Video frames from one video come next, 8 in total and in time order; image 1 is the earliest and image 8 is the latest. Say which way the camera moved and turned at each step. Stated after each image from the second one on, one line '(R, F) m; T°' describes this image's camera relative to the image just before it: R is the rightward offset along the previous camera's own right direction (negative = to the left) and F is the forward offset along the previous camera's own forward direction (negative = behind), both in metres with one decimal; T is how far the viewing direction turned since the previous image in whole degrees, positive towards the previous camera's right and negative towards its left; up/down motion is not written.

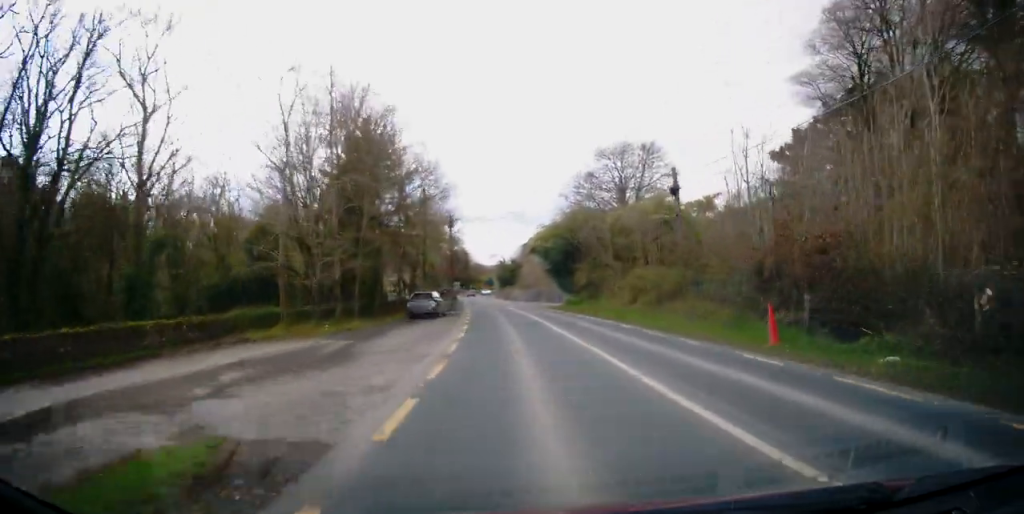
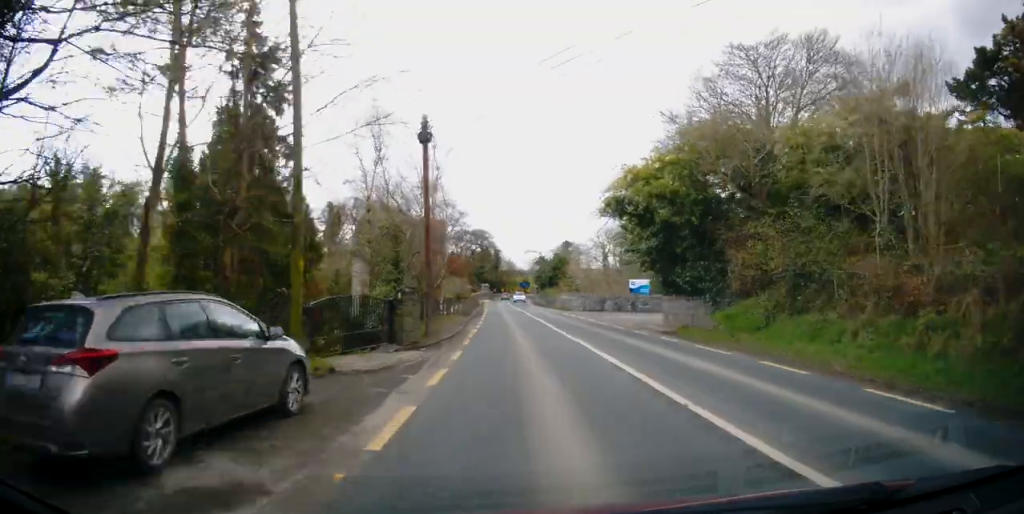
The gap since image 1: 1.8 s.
(-0.4, +28.5) m; -4°
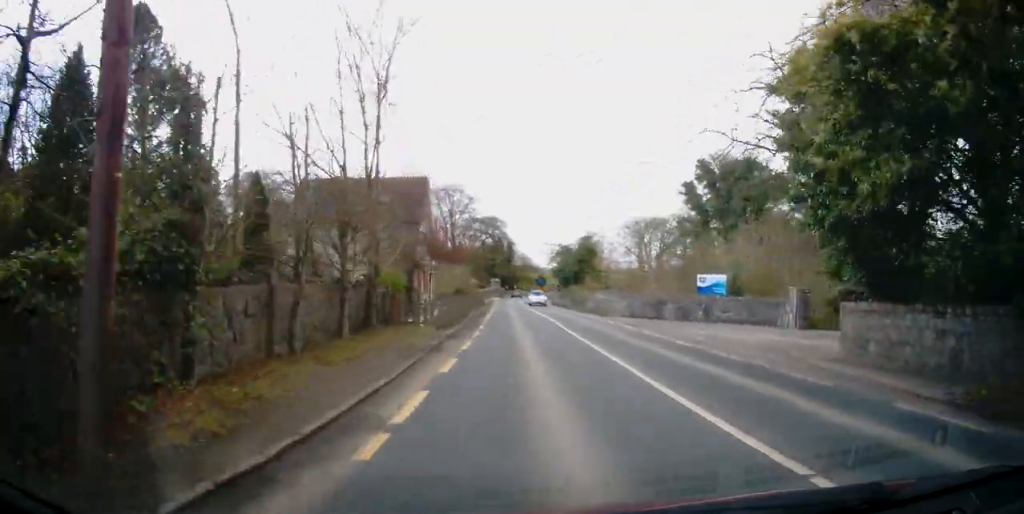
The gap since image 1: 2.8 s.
(-0.6, +16.6) m; -1°
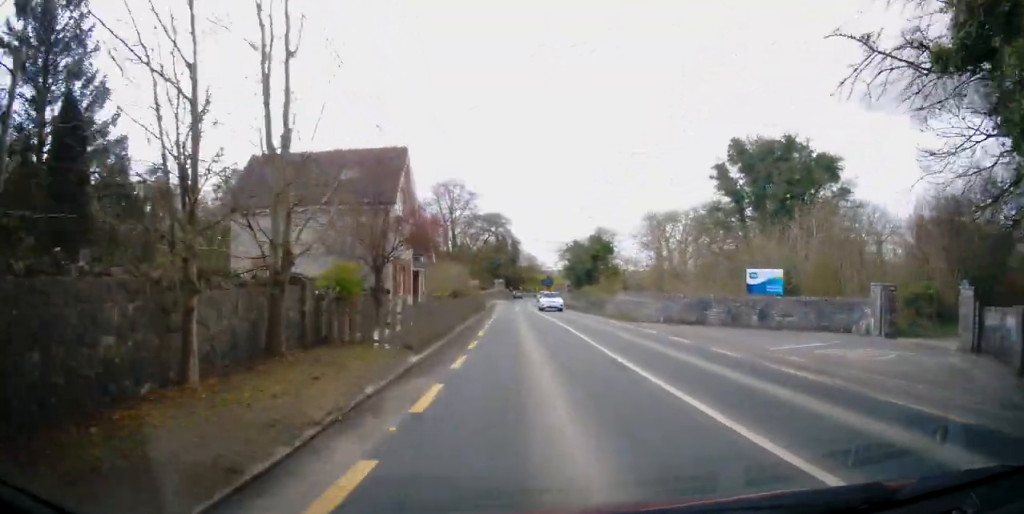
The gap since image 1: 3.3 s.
(+0.1, +7.4) m; 0°
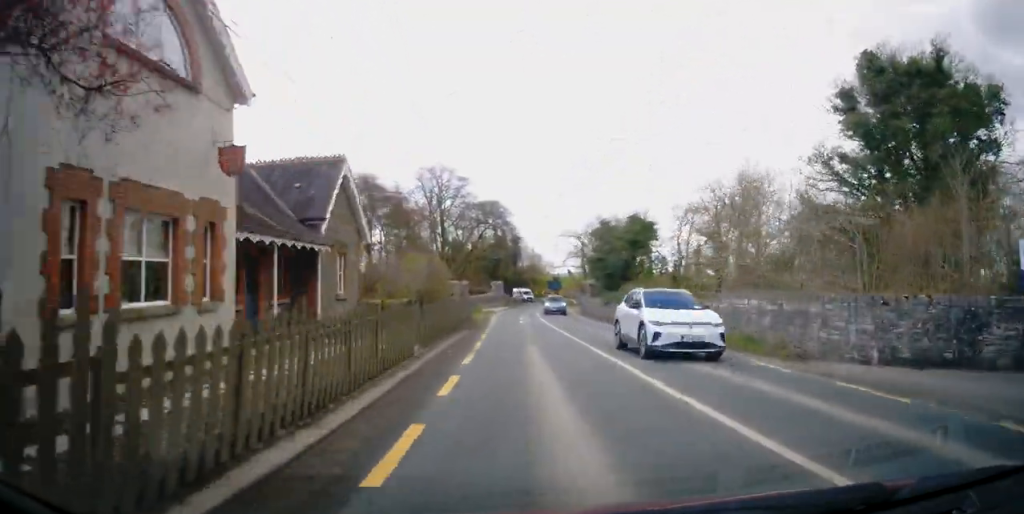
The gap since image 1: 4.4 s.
(0.0, +18.6) m; -1°
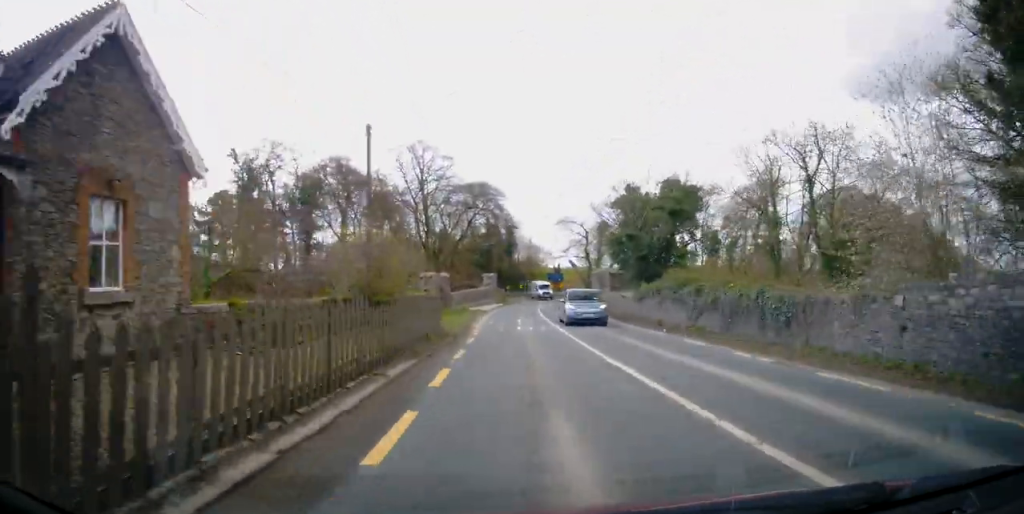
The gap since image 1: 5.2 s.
(-0.1, +11.5) m; 0°
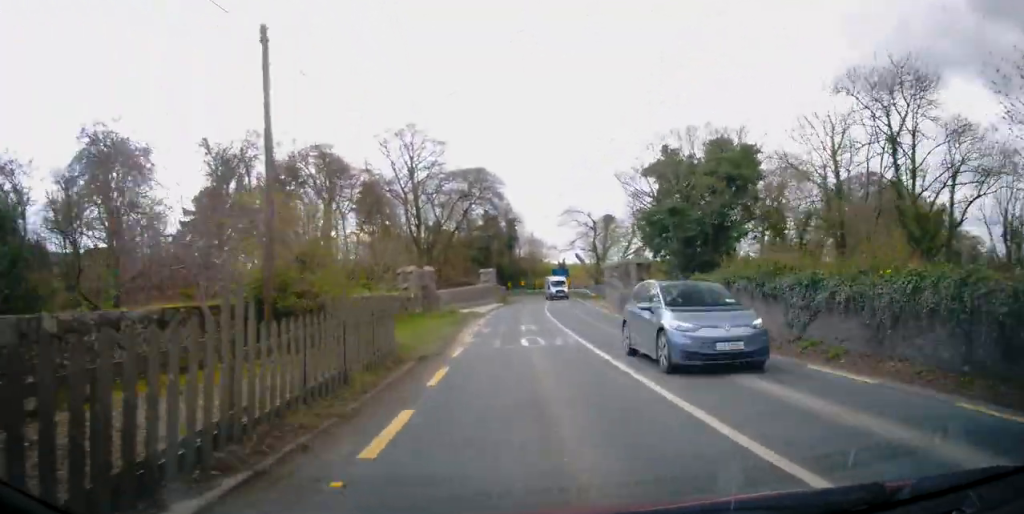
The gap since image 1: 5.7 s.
(0.0, +7.7) m; +1°
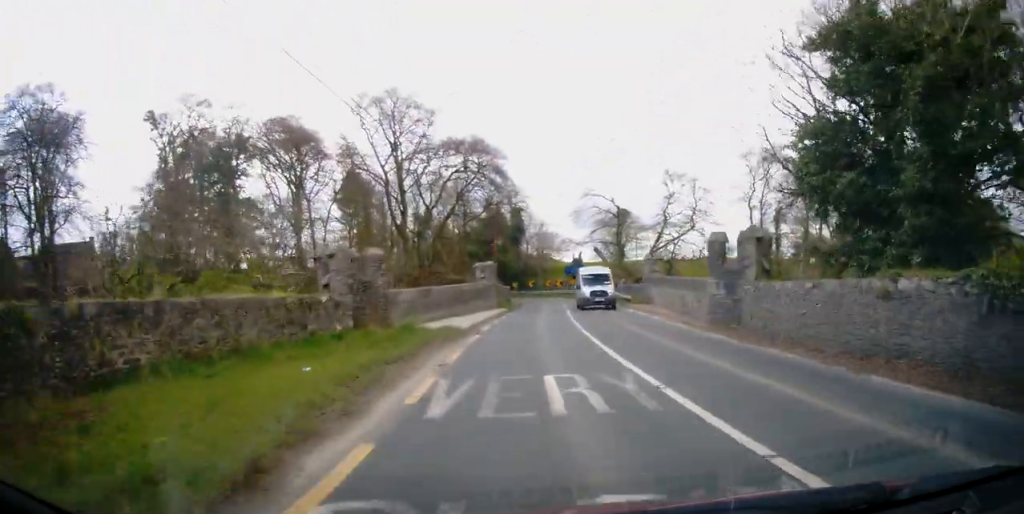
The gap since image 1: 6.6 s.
(+0.2, +13.9) m; 0°
